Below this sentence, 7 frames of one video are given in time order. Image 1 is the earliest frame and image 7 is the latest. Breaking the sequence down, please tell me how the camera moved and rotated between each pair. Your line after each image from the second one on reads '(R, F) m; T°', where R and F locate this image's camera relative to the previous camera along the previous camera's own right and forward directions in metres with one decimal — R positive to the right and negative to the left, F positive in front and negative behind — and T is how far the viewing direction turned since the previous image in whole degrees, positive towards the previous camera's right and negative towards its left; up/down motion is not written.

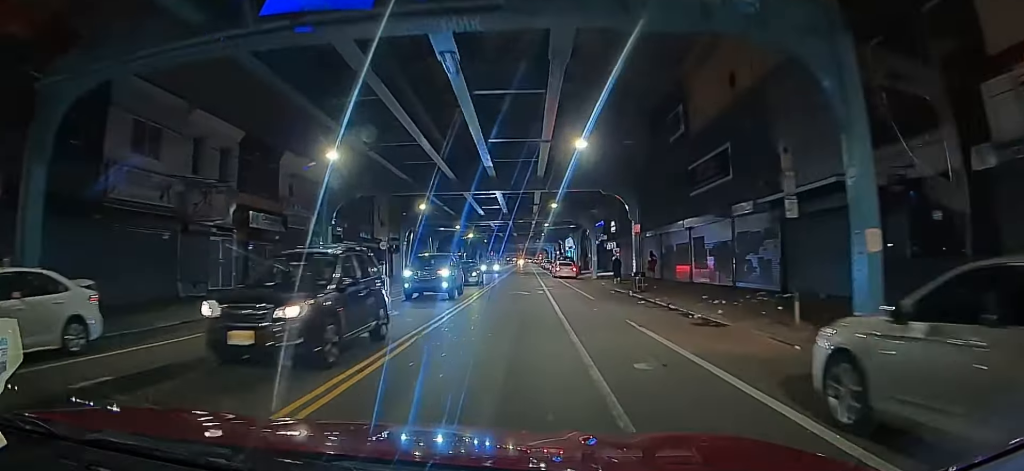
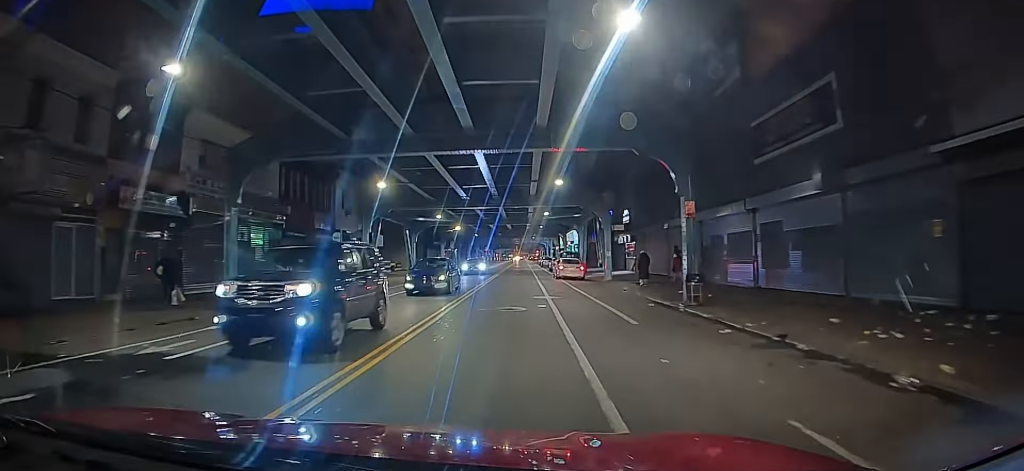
(+0.2, +9.3) m; +1°
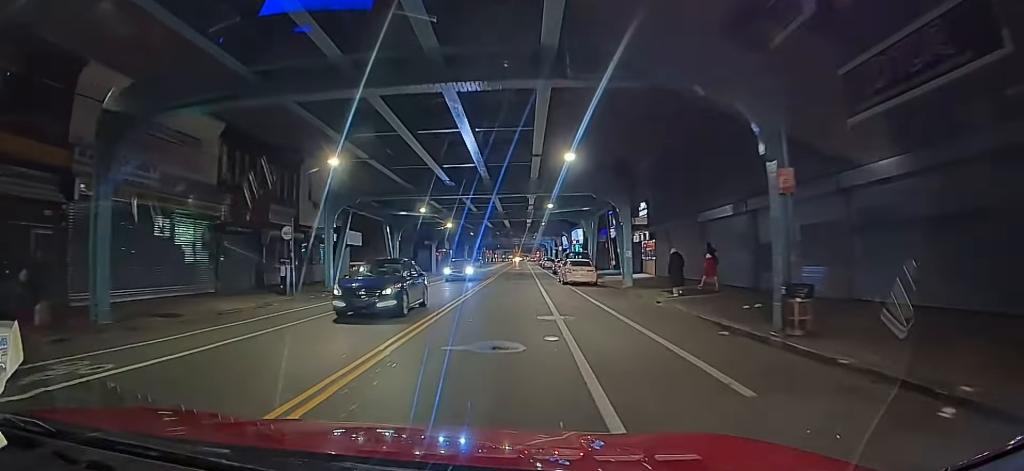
(-0.1, +6.9) m; -1°
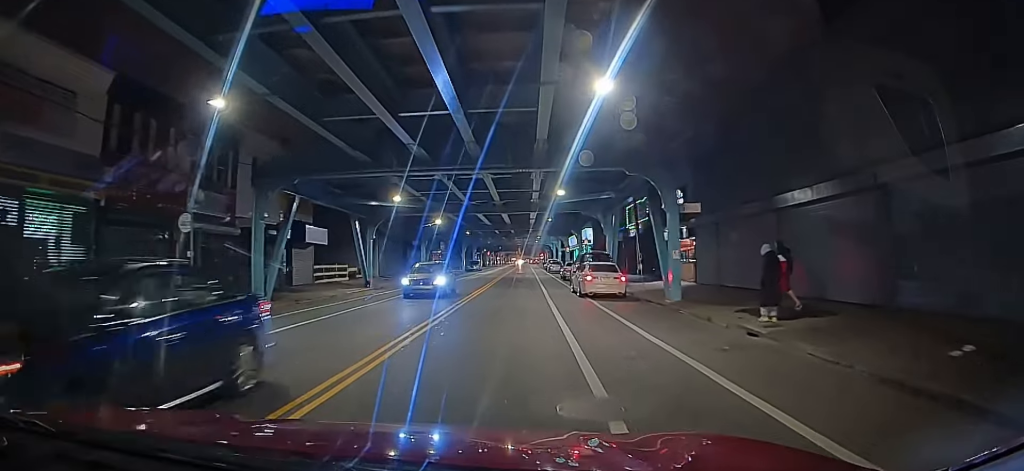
(-0.1, +8.9) m; 0°
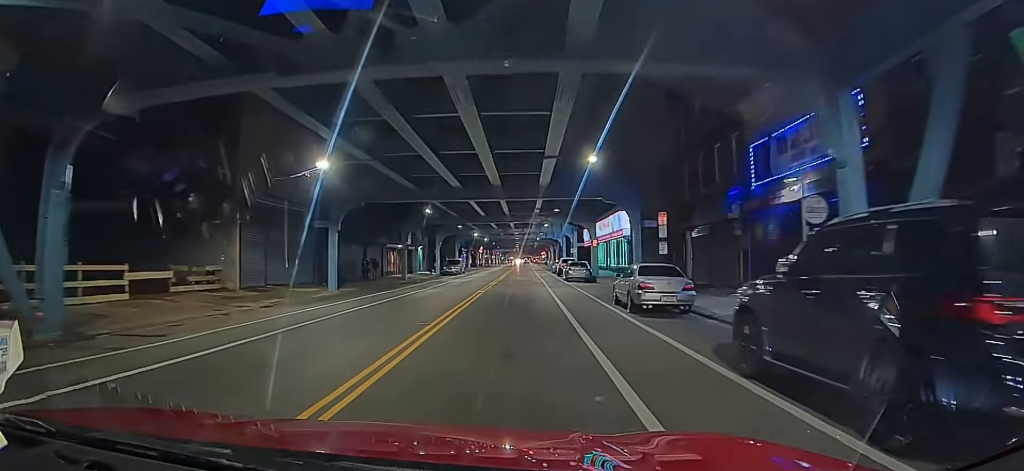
(+0.9, +28.7) m; +3°
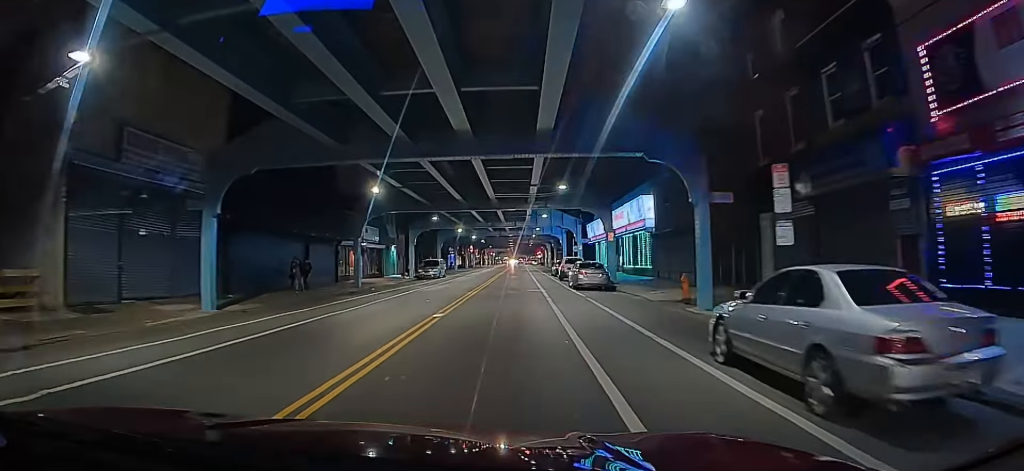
(-0.1, +11.8) m; -2°
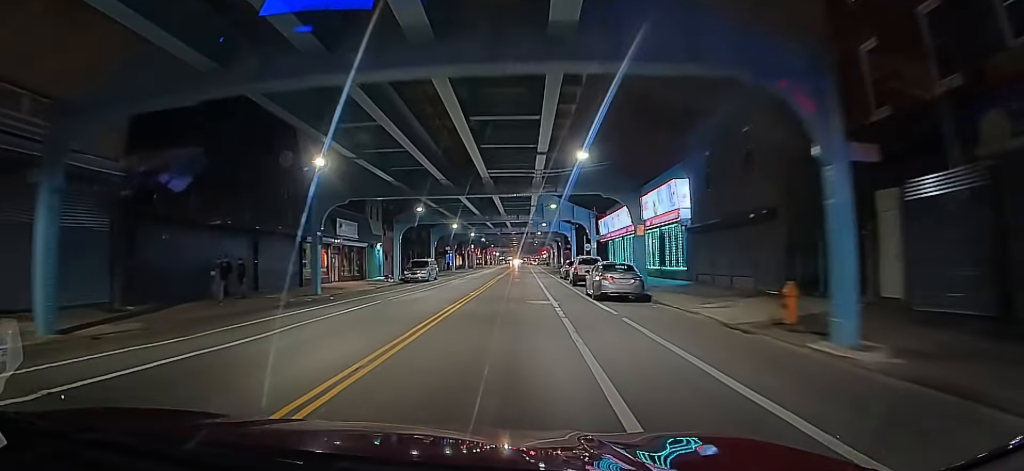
(-0.3, +7.3) m; 0°
